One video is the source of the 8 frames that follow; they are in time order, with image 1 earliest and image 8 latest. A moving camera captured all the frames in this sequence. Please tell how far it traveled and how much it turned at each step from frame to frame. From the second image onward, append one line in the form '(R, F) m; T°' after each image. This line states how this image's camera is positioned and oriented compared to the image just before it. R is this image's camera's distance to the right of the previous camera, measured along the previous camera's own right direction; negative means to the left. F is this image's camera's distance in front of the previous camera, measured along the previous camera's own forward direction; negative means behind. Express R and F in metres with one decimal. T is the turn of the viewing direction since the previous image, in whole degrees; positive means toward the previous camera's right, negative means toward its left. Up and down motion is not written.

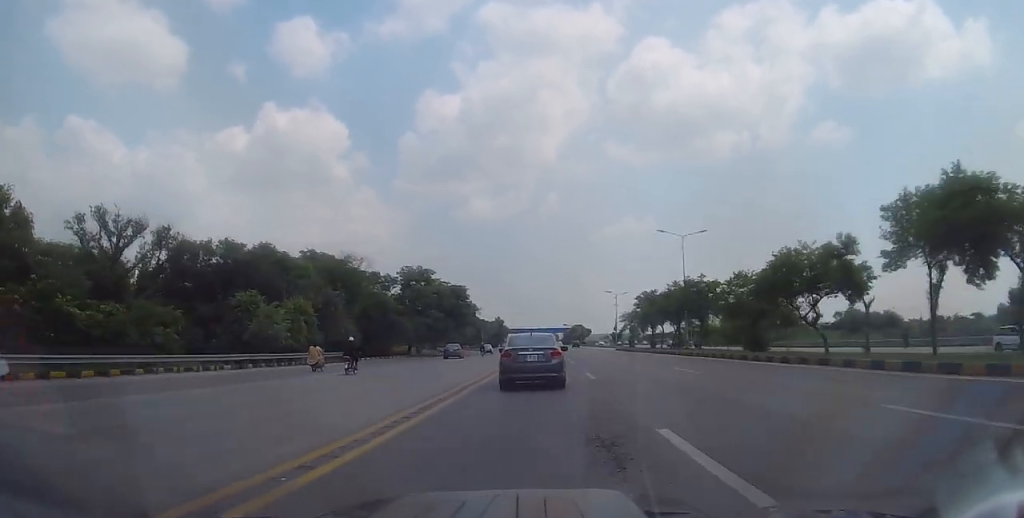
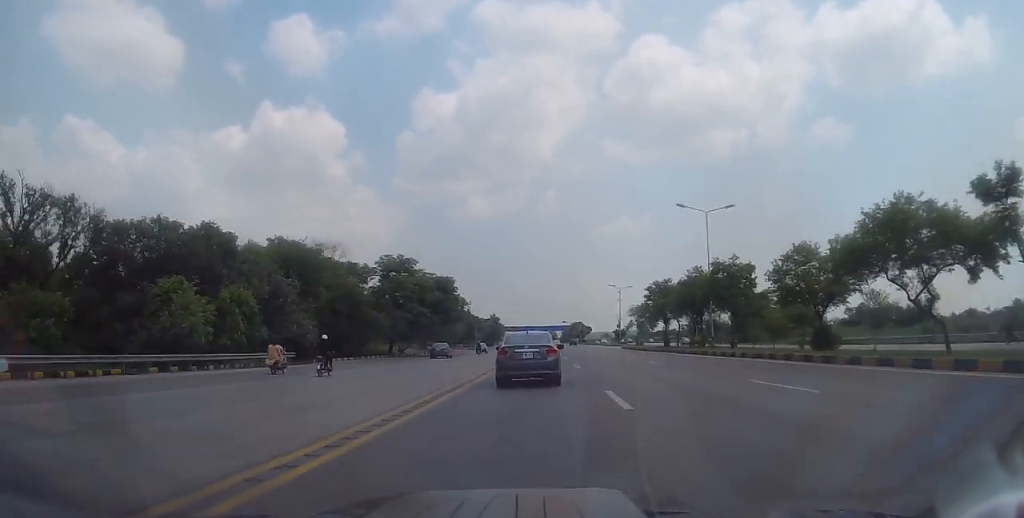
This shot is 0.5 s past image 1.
(-0.1, +9.9) m; 0°
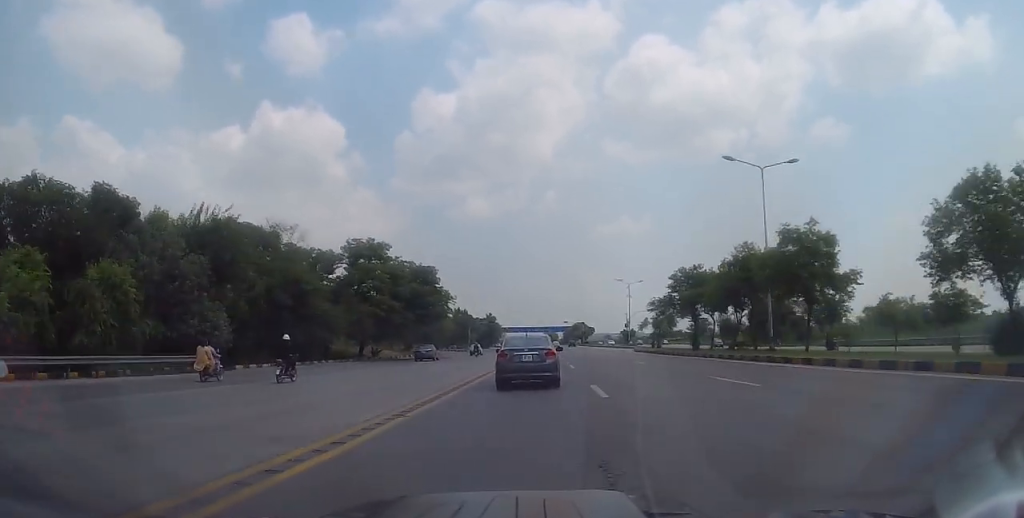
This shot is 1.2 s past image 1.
(-0.2, +12.9) m; 0°
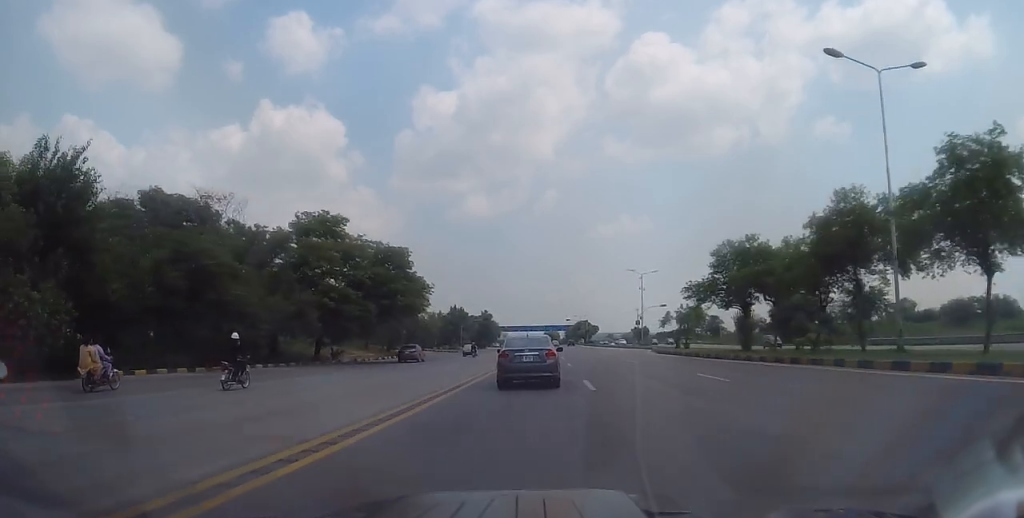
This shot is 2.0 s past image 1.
(+0.4, +13.6) m; +2°
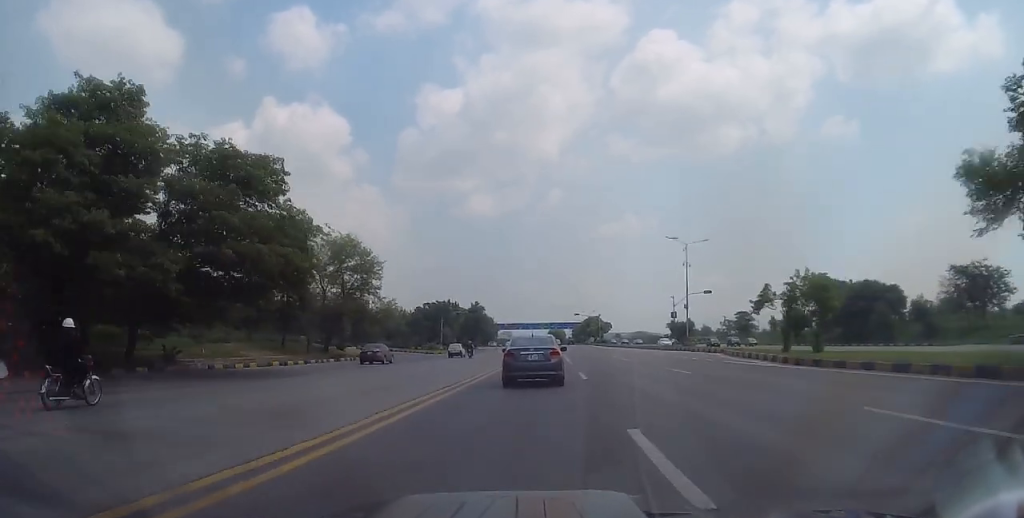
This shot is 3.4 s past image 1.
(+0.1, +27.4) m; -2°
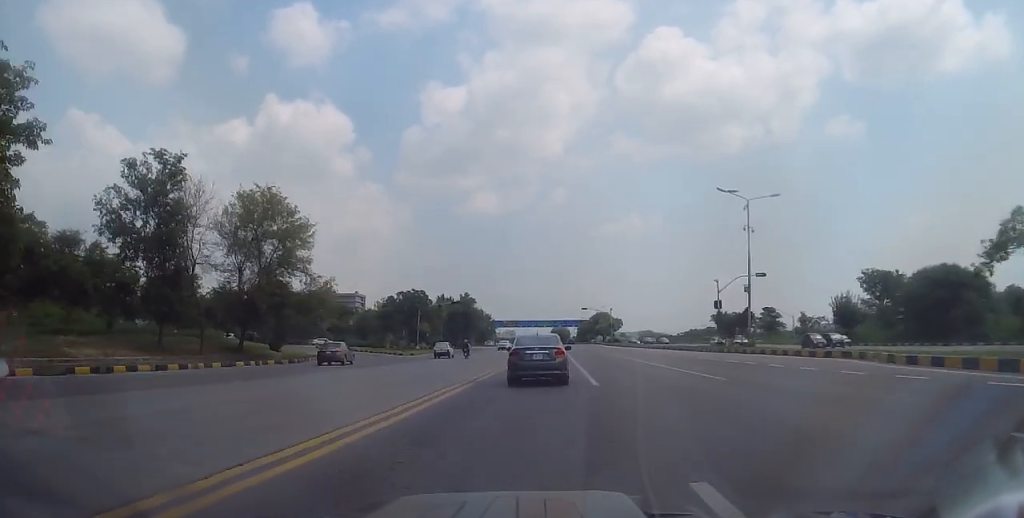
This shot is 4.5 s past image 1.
(-0.5, +19.5) m; 0°
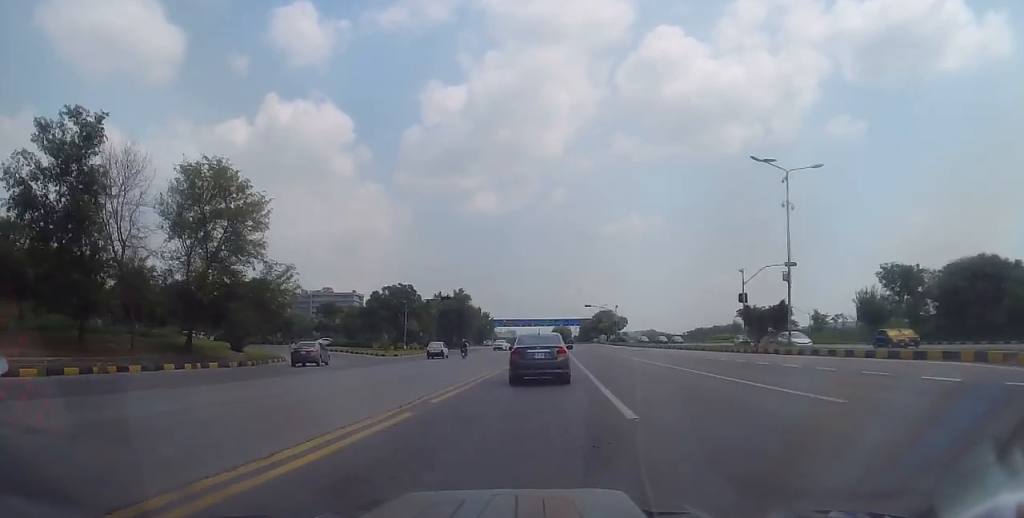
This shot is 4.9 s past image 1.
(+0.3, +7.5) m; +1°
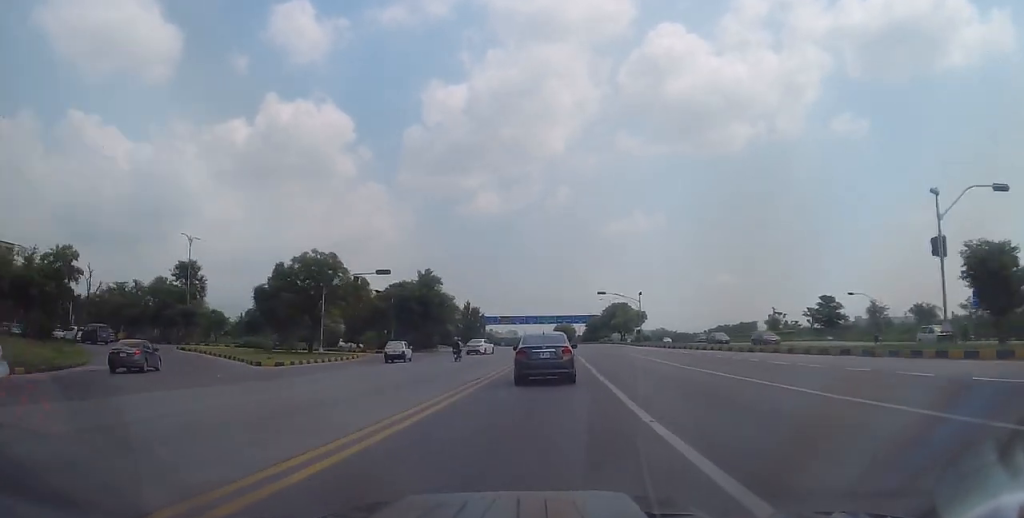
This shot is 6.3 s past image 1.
(+0.1, +26.9) m; -3°
